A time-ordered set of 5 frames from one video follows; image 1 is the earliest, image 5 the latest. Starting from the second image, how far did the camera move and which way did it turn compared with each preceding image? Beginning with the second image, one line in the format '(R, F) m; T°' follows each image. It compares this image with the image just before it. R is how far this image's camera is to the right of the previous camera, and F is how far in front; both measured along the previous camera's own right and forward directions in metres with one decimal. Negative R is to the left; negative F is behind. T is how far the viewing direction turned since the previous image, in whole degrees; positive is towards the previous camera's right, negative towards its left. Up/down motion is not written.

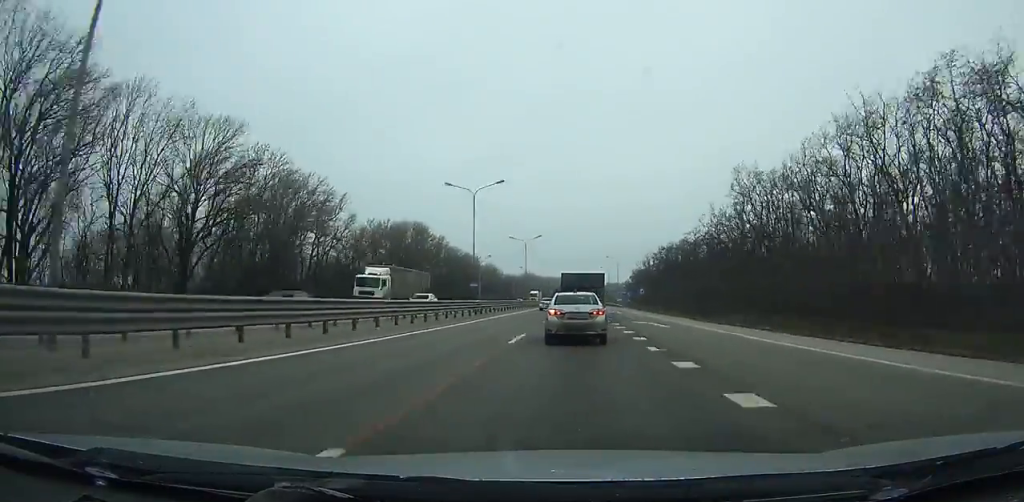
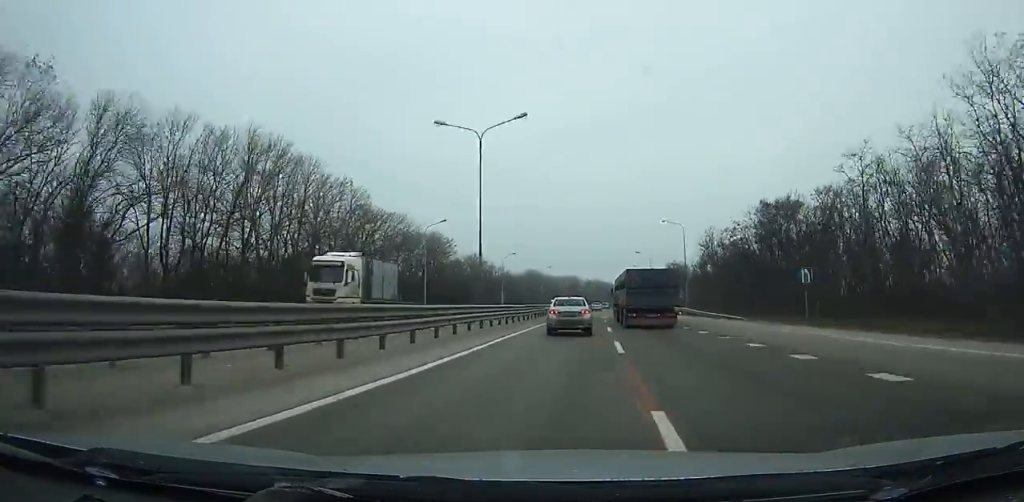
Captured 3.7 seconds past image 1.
(-0.1, +66.1) m; +1°
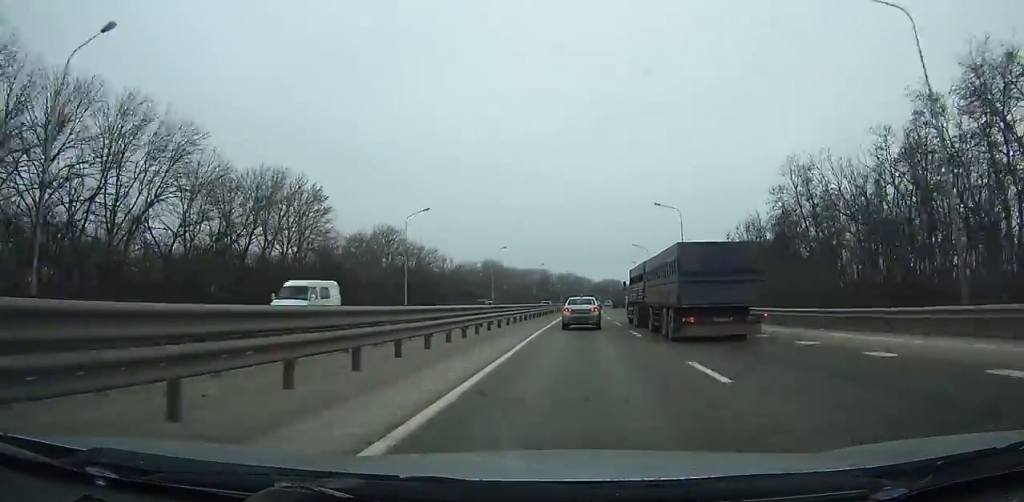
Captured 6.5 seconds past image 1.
(+1.0, +54.6) m; +2°
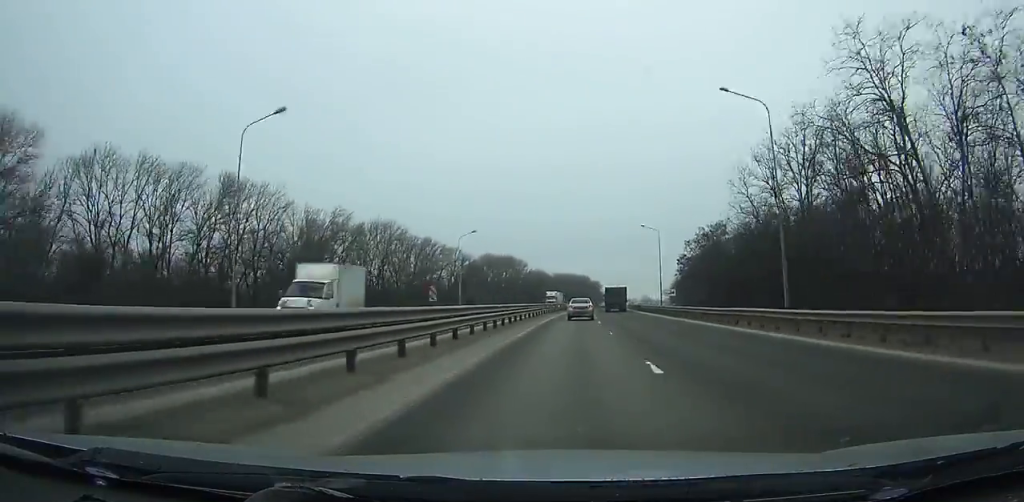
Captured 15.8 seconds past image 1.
(+18.1, +206.6) m; +10°
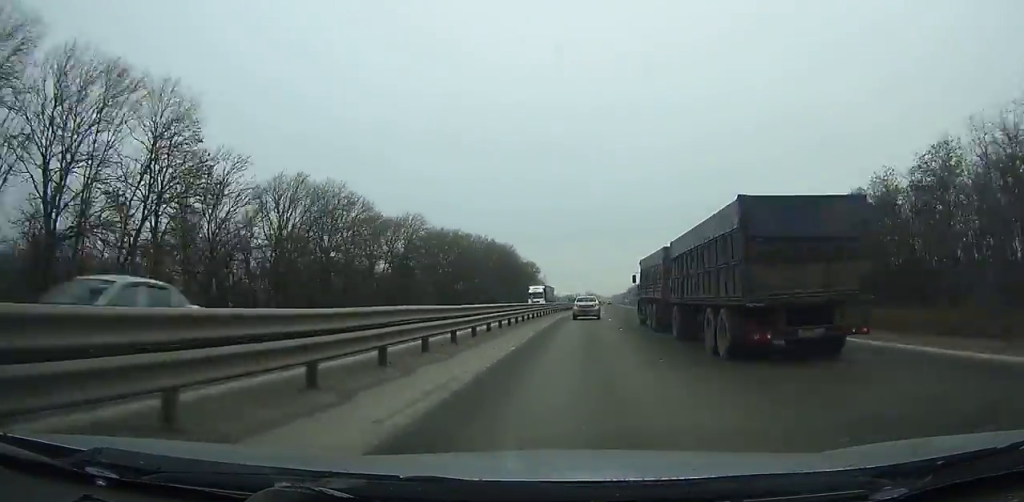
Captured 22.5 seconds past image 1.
(+9.1, +169.9) m; +7°
